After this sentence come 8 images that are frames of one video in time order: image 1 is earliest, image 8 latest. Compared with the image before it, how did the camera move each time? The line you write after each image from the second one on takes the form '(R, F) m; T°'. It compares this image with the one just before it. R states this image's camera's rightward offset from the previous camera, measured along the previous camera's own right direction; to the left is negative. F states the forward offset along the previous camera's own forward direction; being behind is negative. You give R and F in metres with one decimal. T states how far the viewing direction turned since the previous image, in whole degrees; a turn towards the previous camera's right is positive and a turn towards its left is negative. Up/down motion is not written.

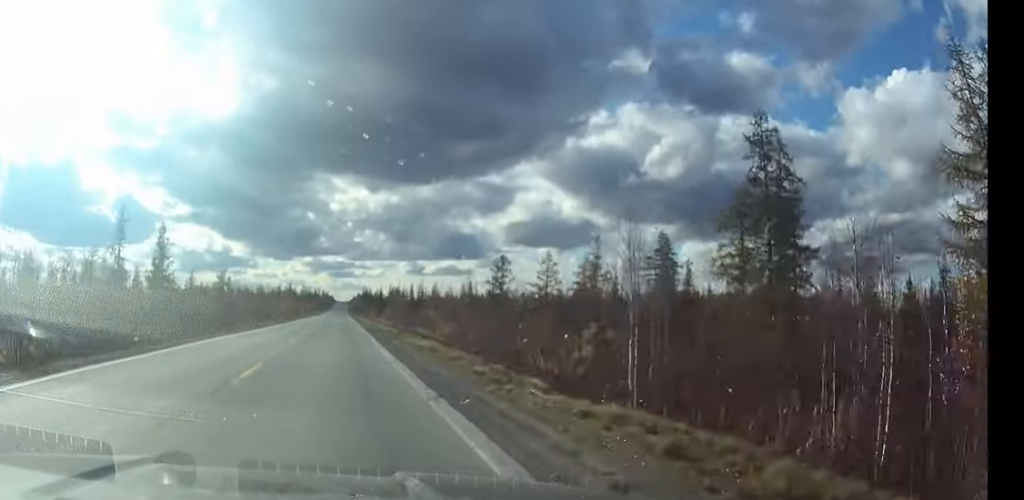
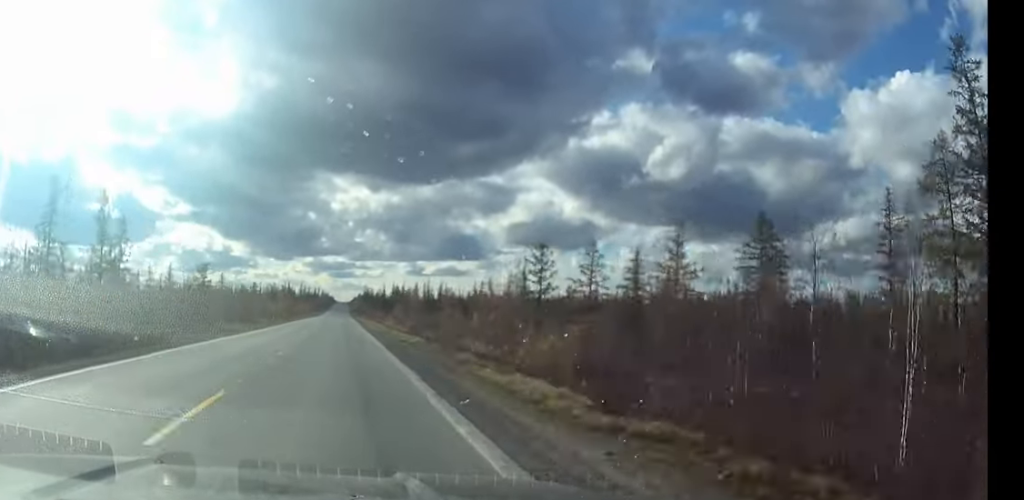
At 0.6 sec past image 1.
(0.0, +17.2) m; 0°
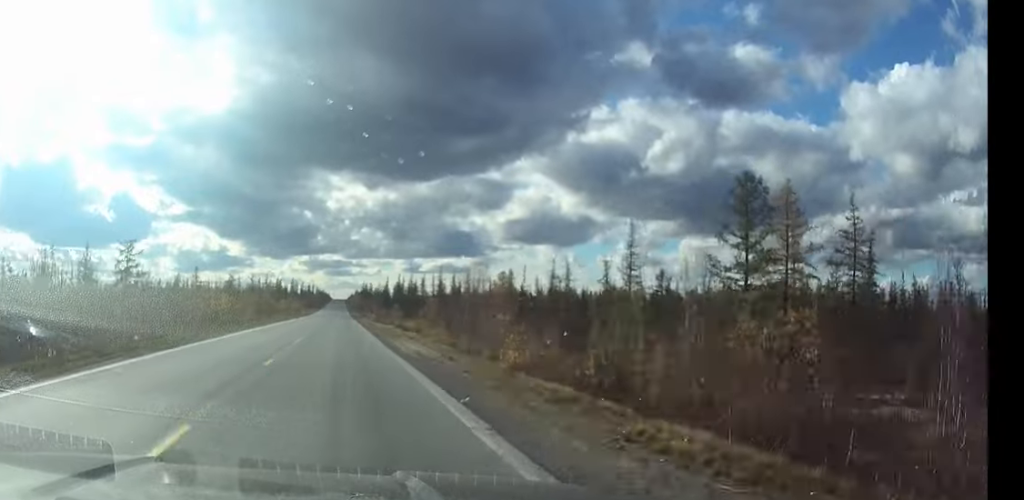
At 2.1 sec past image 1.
(0.0, +37.7) m; 0°
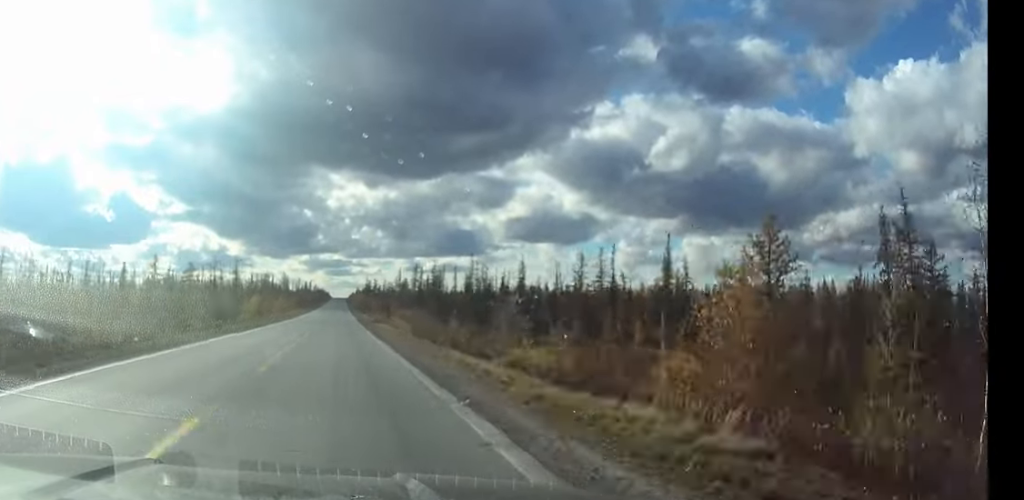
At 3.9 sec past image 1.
(0.0, +47.3) m; 0°
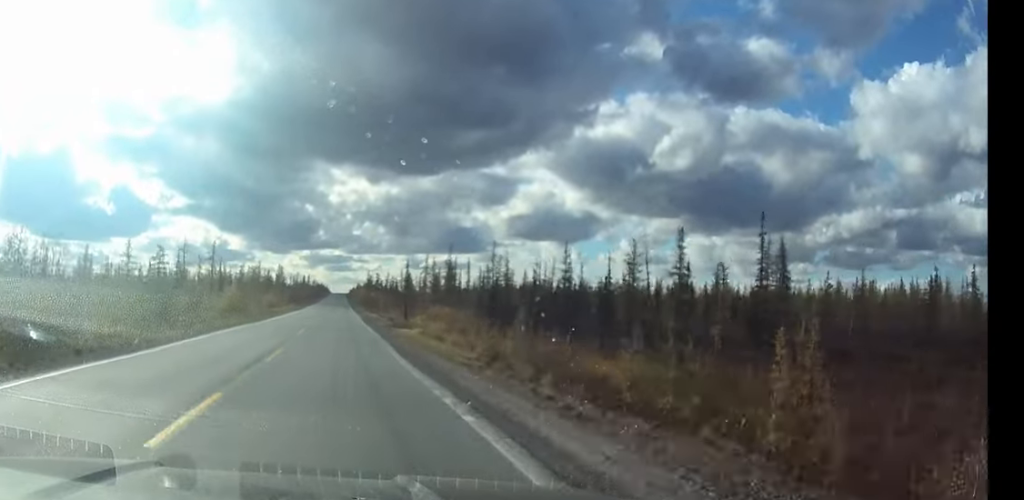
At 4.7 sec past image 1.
(0.0, +20.0) m; 0°
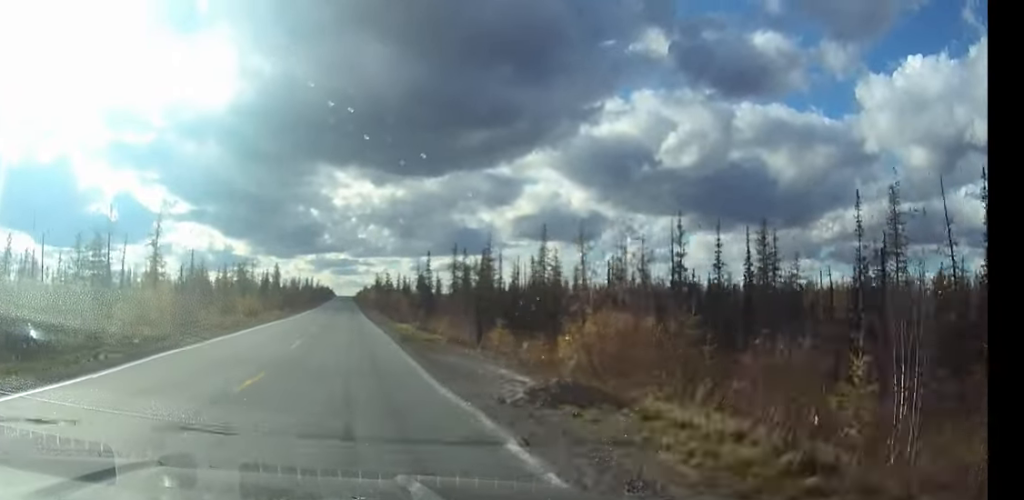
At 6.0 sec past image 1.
(0.0, +30.1) m; 0°
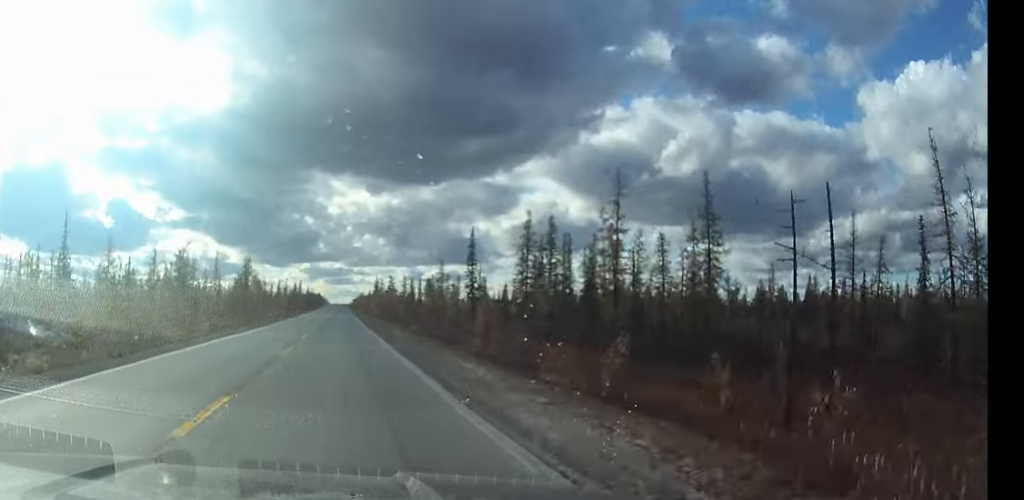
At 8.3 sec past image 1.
(-0.1, +53.6) m; 0°
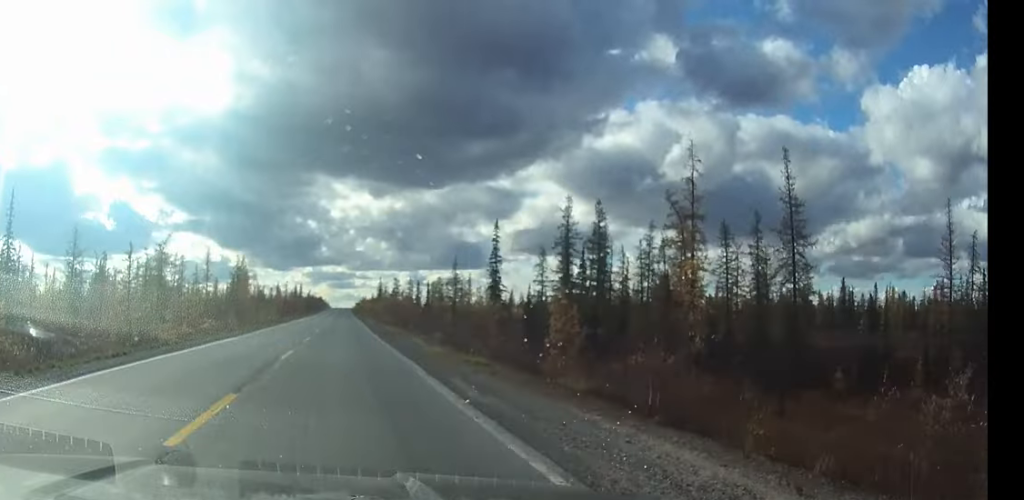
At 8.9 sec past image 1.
(0.0, +12.2) m; 0°
